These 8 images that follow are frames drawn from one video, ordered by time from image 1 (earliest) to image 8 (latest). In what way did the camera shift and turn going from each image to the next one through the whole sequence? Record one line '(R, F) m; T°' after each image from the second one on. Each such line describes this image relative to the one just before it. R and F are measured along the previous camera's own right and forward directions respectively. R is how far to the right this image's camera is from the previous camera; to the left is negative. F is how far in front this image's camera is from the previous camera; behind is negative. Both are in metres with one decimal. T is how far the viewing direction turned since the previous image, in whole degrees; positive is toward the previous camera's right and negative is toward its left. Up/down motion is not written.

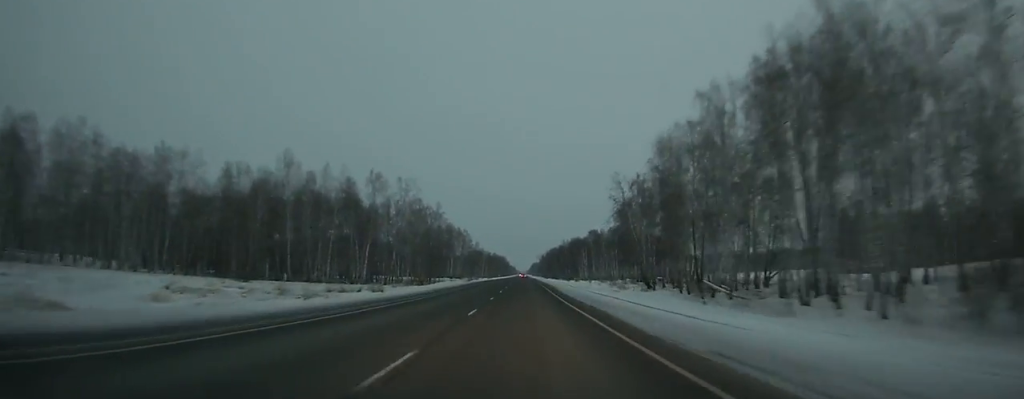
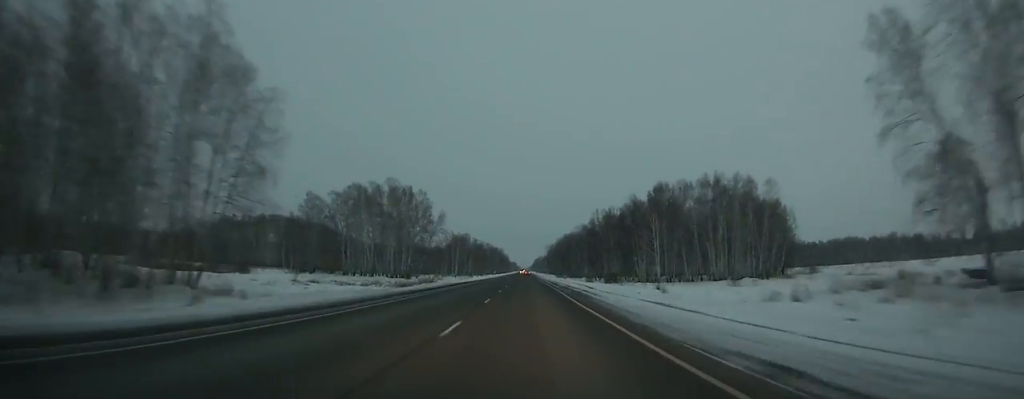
(0.0, +135.4) m; 0°
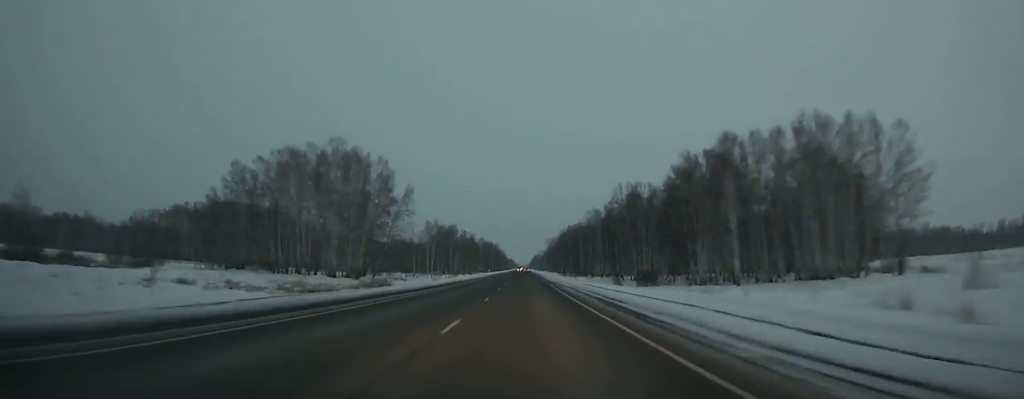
(0.0, +48.9) m; 0°
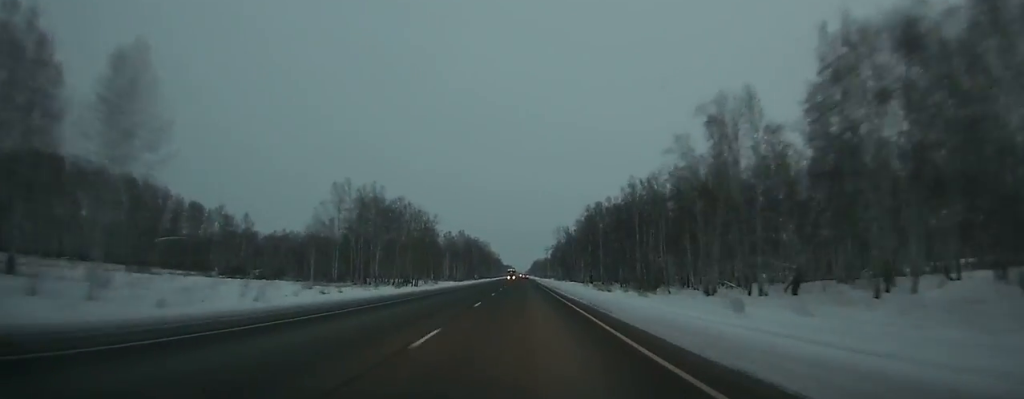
(+0.6, +121.5) m; 0°
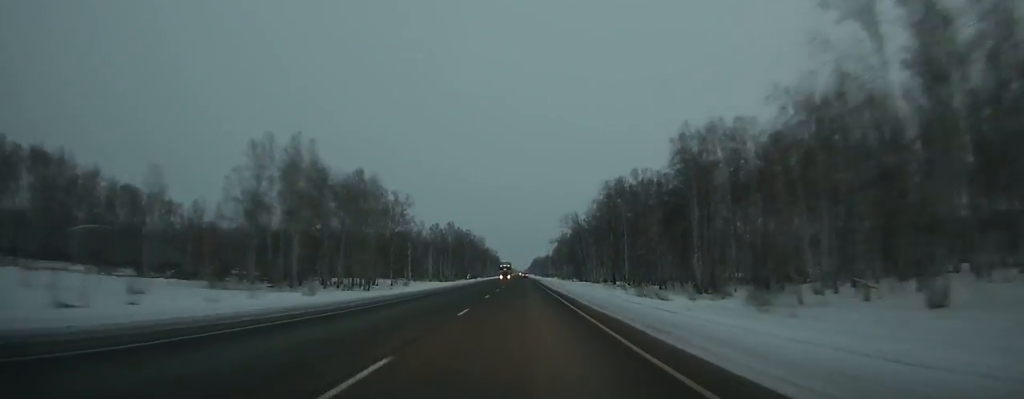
(+0.2, +39.4) m; 0°
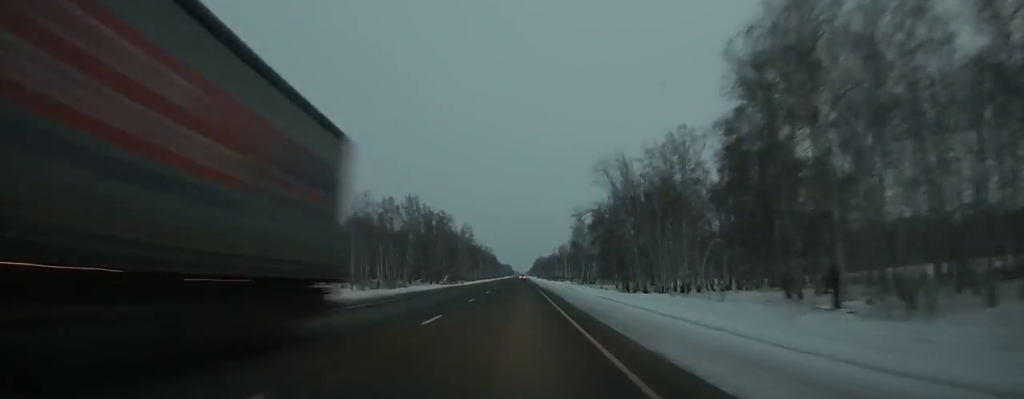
(-0.6, +88.0) m; -1°
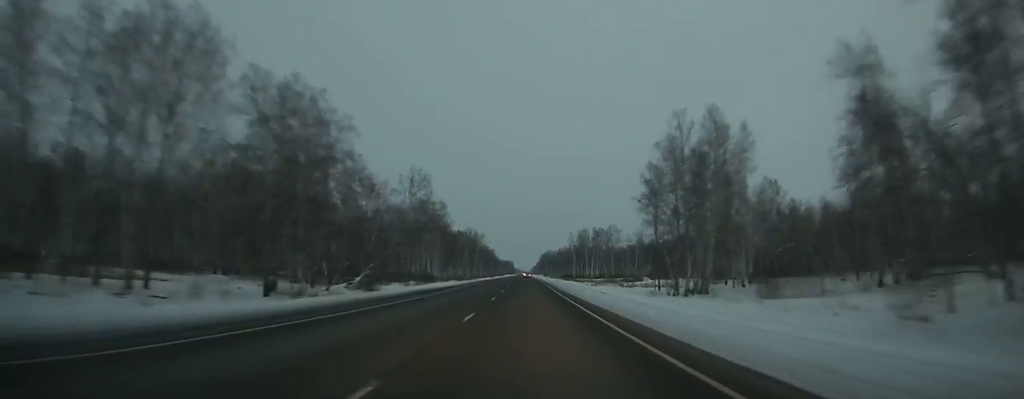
(-0.1, +118.4) m; 0°
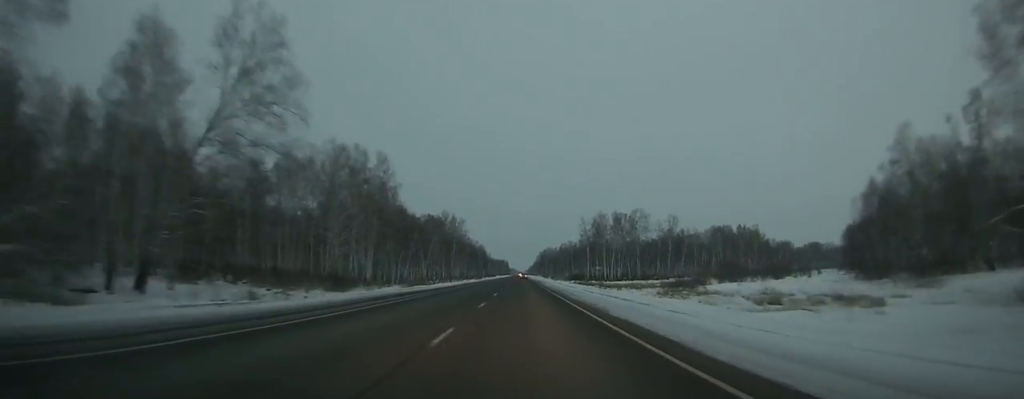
(+0.3, +76.1) m; 0°
